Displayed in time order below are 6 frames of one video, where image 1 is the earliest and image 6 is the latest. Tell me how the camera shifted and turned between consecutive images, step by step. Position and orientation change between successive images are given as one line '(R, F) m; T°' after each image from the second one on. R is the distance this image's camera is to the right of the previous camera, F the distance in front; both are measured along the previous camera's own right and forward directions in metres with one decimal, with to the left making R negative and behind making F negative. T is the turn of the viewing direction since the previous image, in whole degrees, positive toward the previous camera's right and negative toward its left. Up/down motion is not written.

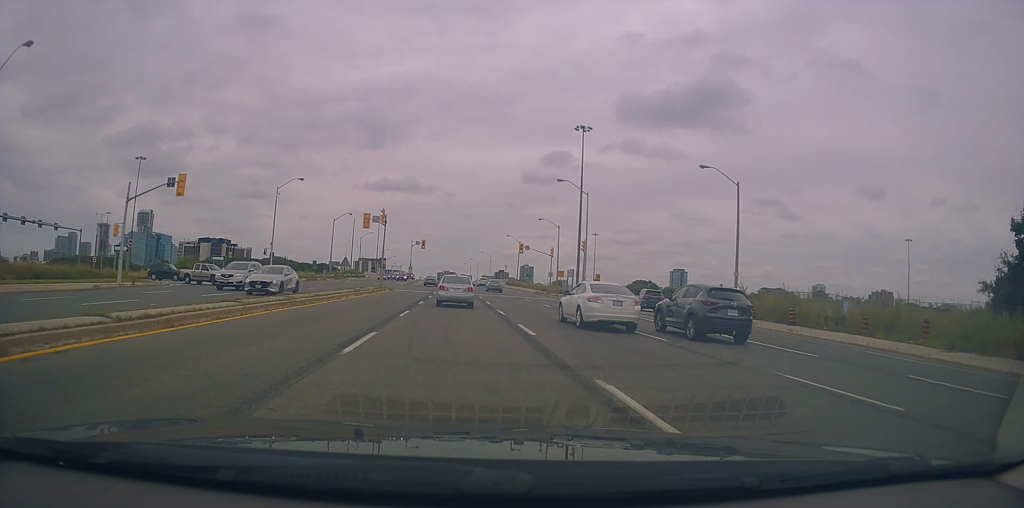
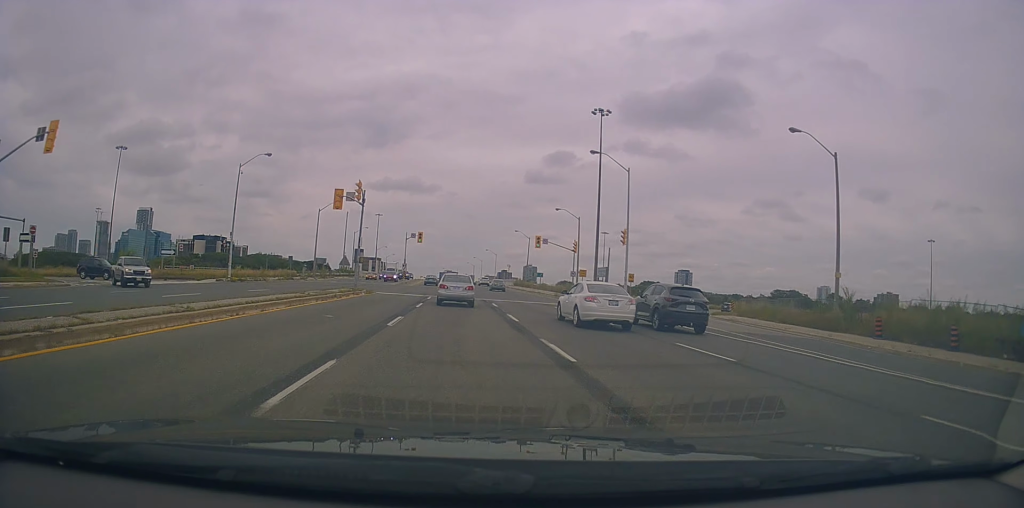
(+0.1, +13.2) m; 0°
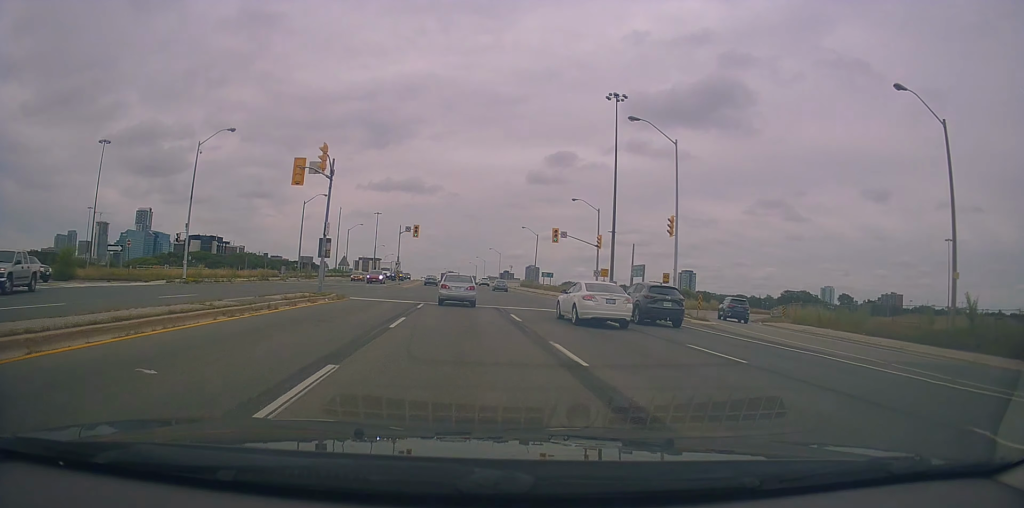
(+0.3, +9.7) m; 0°
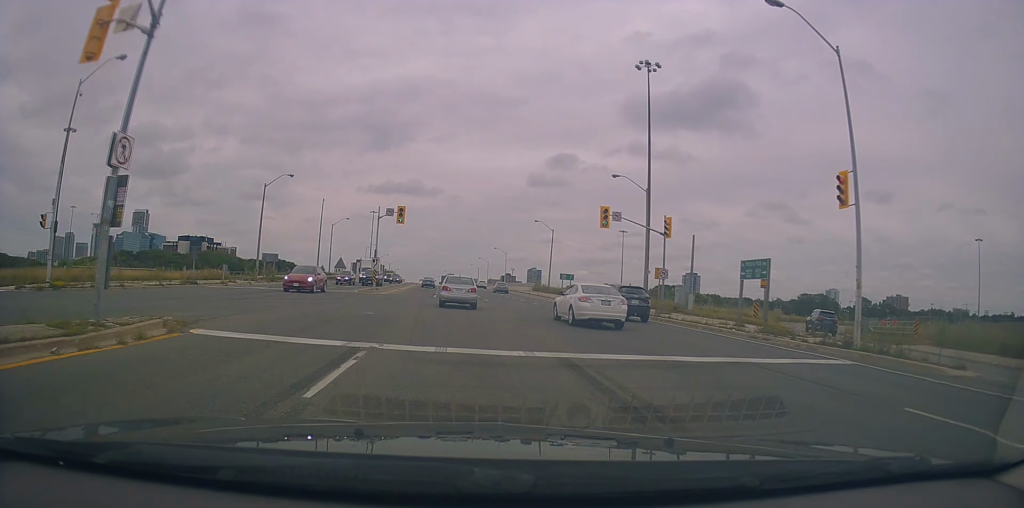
(-0.6, +16.7) m; -1°
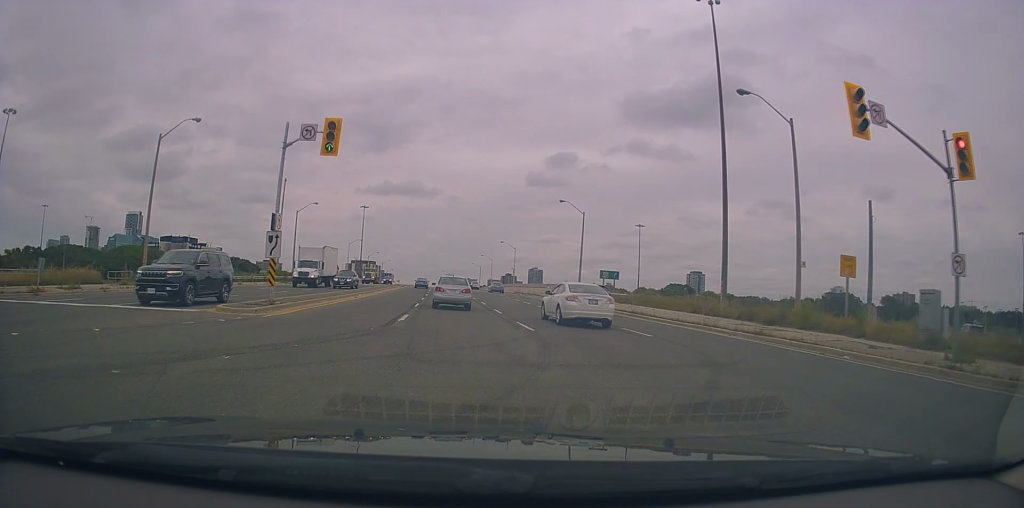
(0.0, +22.7) m; -1°
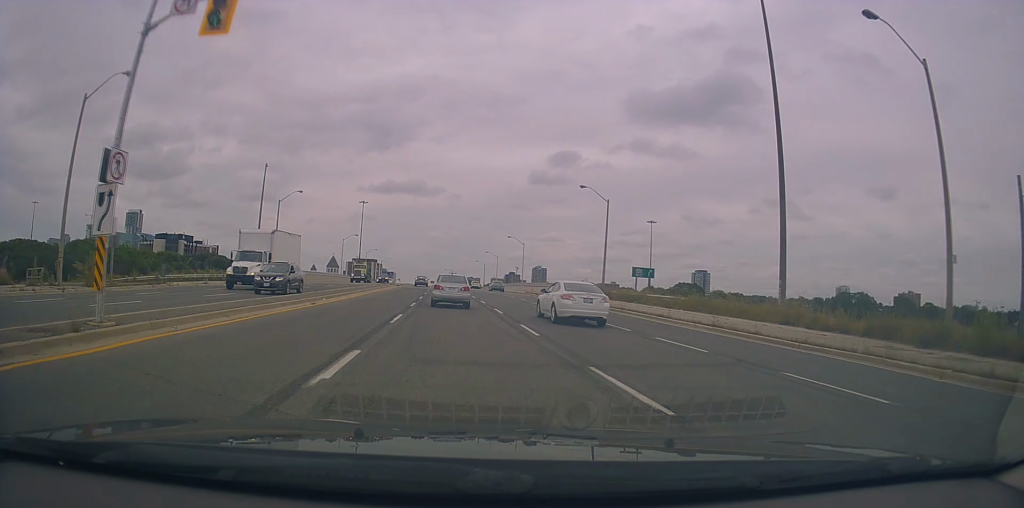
(-0.2, +9.9) m; 0°
